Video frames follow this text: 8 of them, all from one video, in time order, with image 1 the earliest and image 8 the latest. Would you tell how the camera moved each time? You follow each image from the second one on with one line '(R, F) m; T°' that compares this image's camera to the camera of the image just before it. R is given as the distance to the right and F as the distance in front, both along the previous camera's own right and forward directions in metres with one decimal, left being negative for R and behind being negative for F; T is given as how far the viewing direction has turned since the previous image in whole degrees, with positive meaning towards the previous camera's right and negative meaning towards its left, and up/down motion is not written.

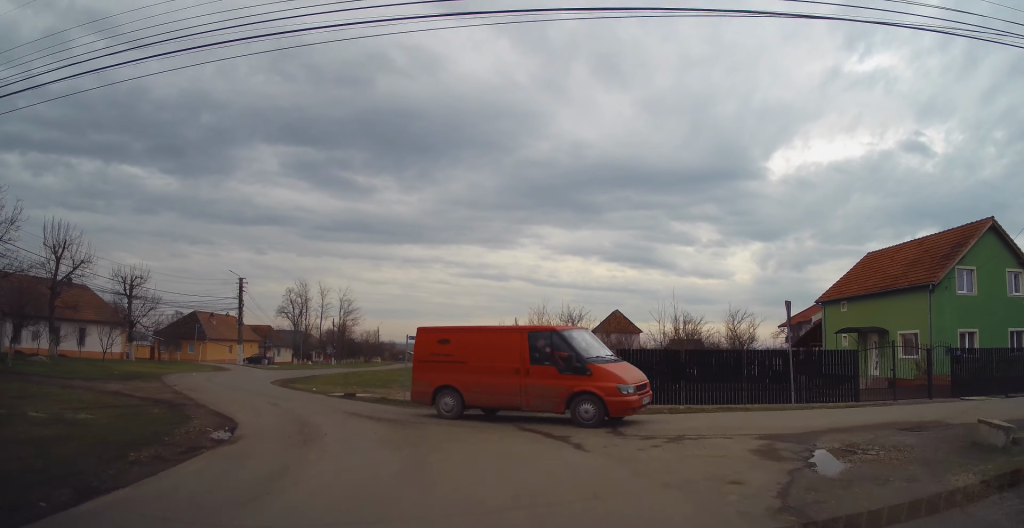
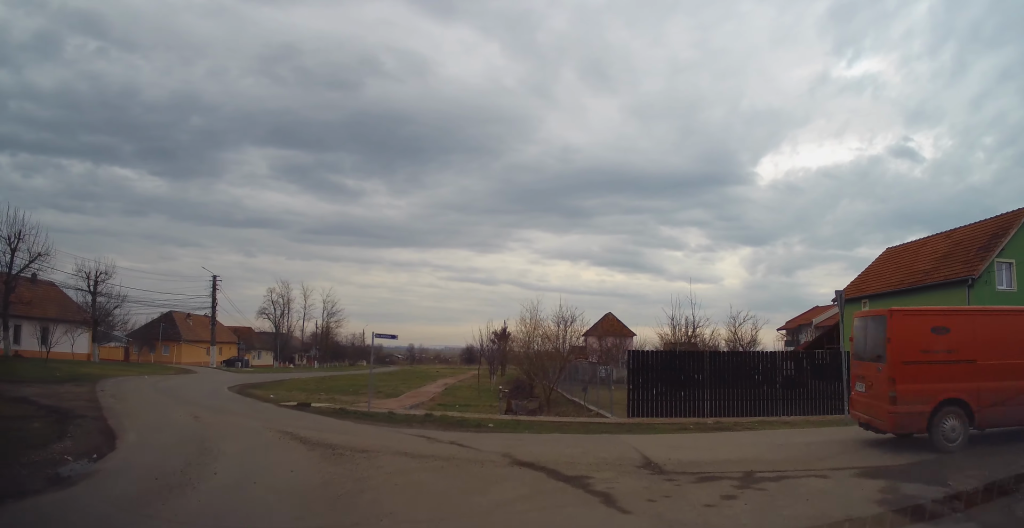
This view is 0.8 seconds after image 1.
(+0.1, +4.9) m; +3°
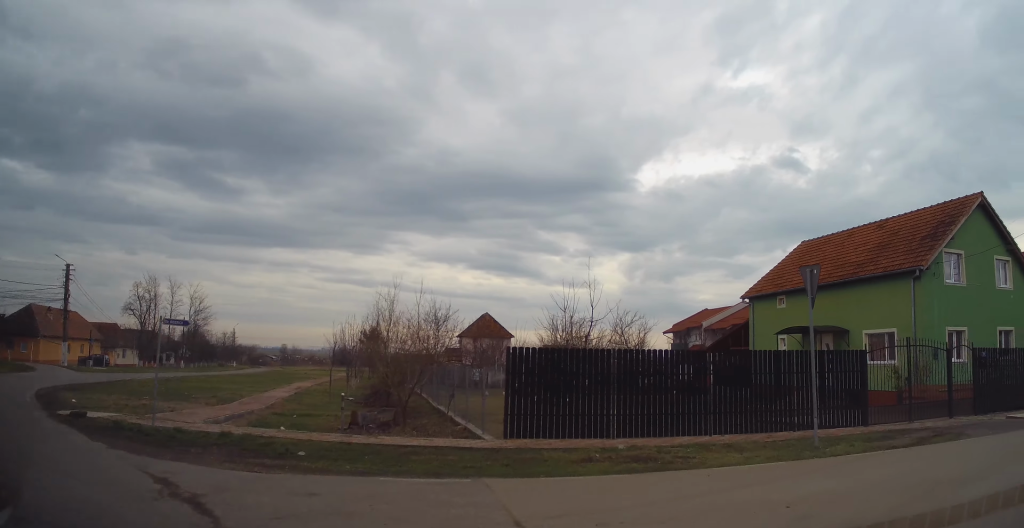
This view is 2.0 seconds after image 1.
(+0.3, +5.5) m; +15°
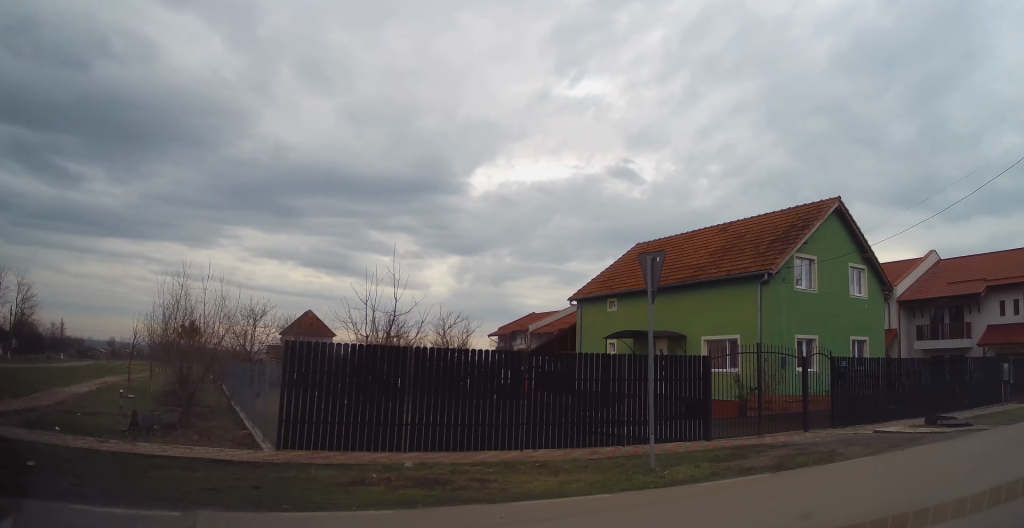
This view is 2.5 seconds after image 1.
(+0.1, +2.2) m; +12°
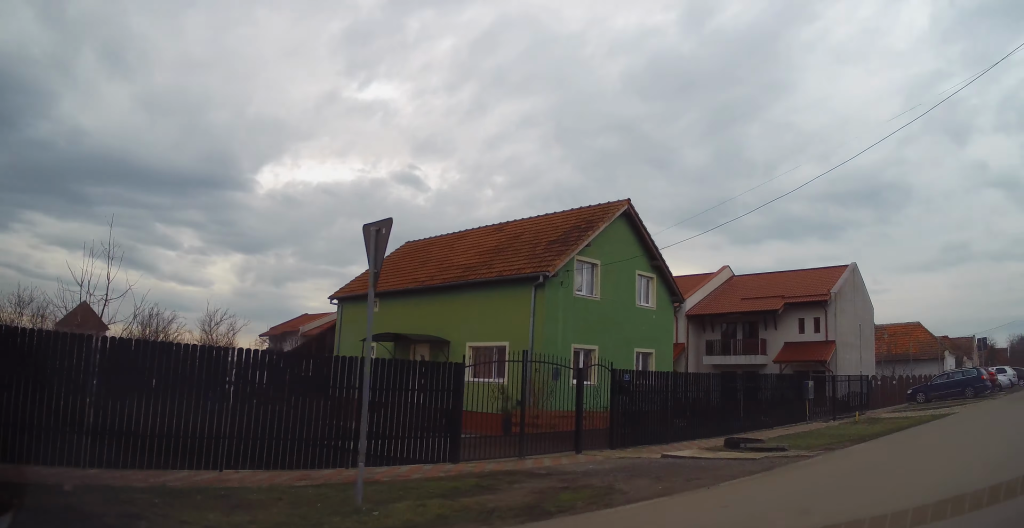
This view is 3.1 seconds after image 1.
(+0.5, +2.4) m; +20°
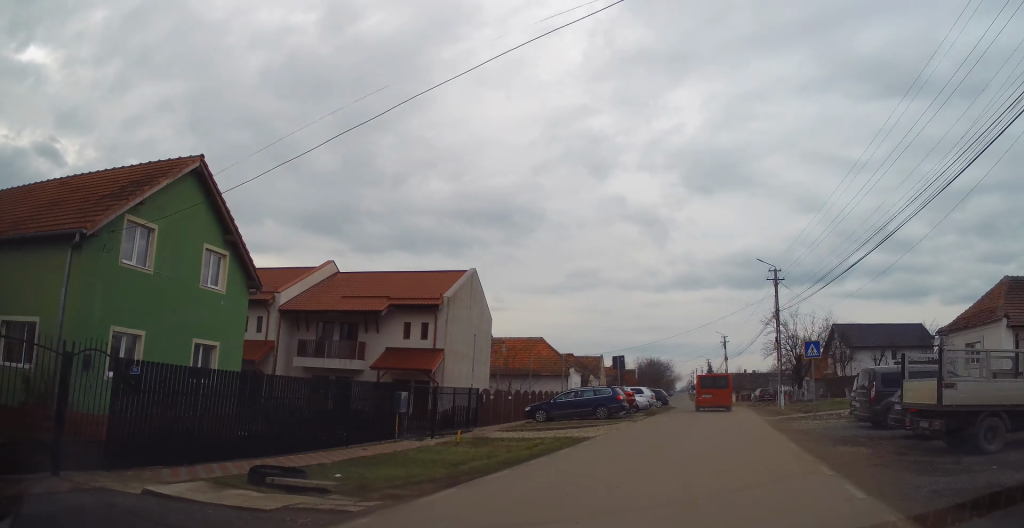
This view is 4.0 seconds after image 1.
(+1.1, +3.7) m; +29°
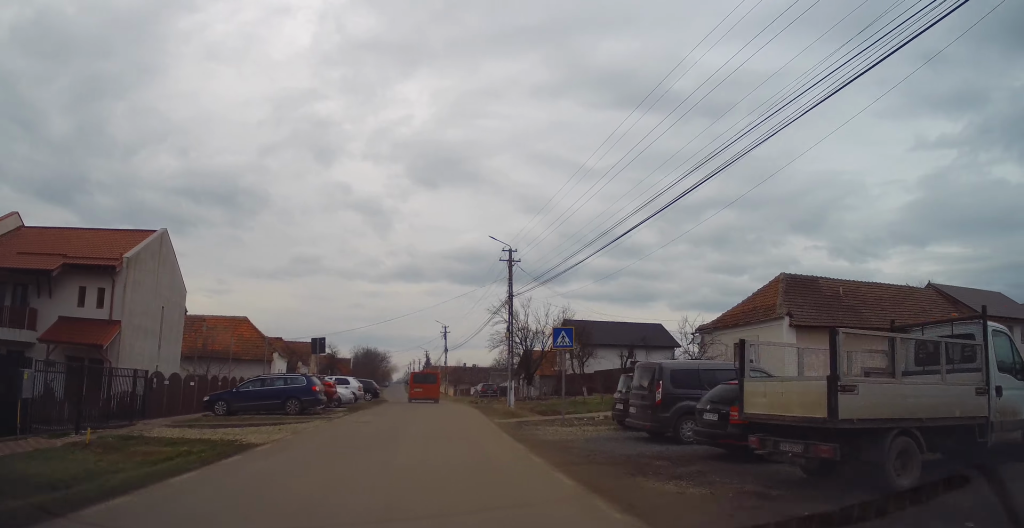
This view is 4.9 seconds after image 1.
(+1.0, +4.4) m; +18°
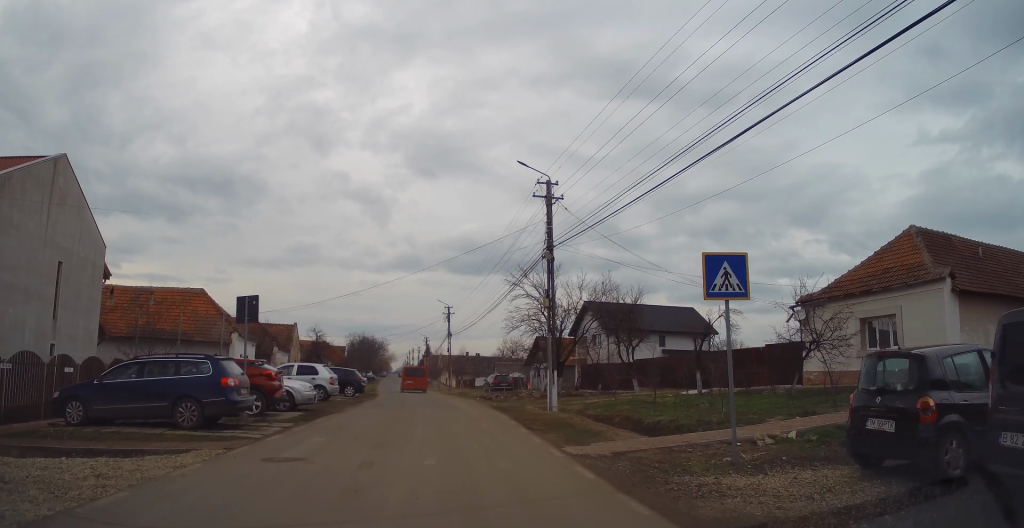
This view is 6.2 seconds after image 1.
(+1.0, +8.7) m; +6°
